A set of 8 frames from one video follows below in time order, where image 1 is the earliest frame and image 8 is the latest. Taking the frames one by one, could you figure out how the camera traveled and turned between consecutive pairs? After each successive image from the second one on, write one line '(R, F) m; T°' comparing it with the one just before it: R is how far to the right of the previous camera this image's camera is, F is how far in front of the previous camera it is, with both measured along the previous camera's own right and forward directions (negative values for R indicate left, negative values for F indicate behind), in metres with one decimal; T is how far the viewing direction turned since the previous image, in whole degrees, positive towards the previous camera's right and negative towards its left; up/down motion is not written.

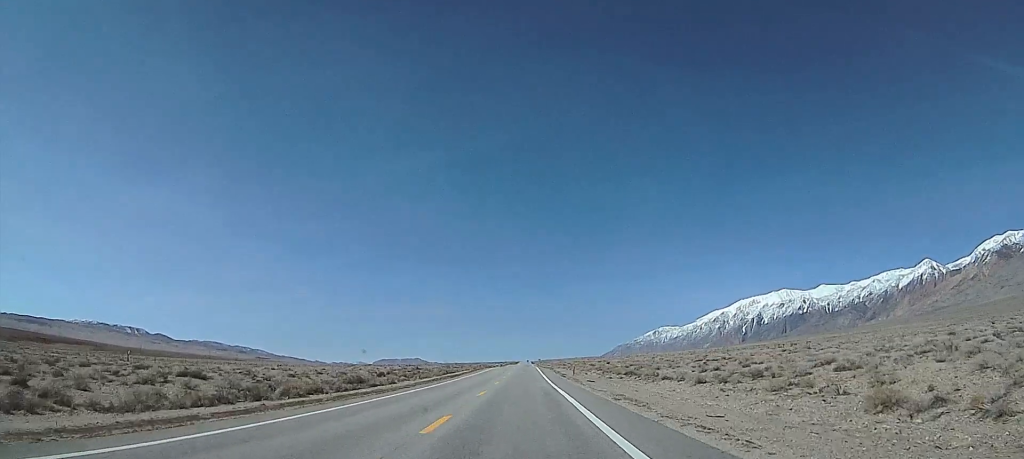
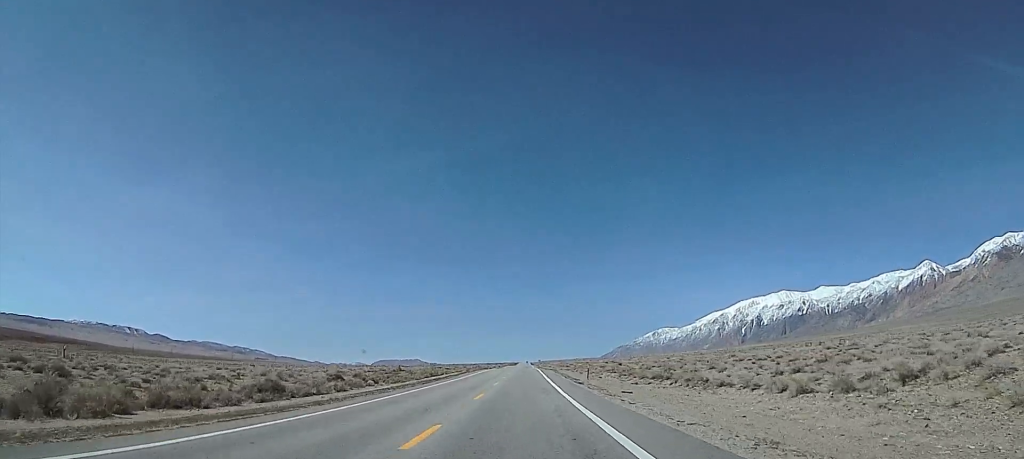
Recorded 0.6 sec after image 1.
(-0.1, +17.0) m; 0°
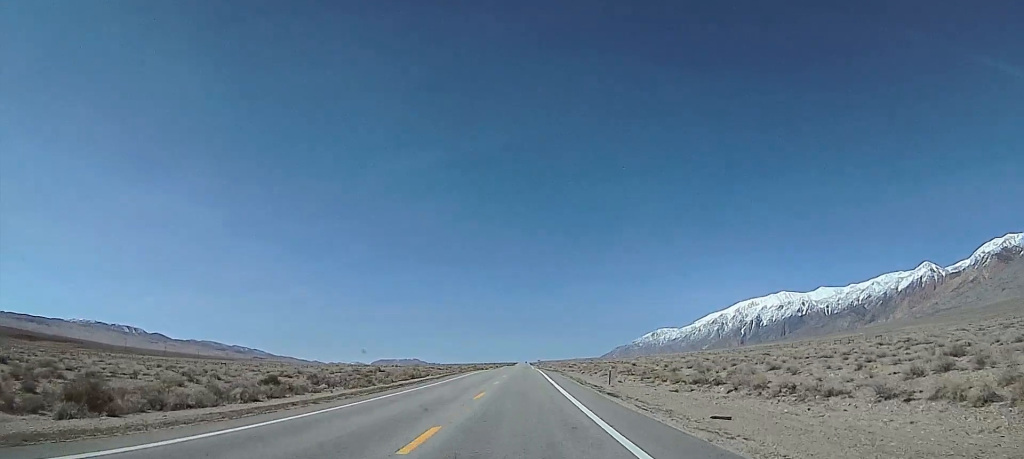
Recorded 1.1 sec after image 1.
(+0.2, +15.1) m; +1°
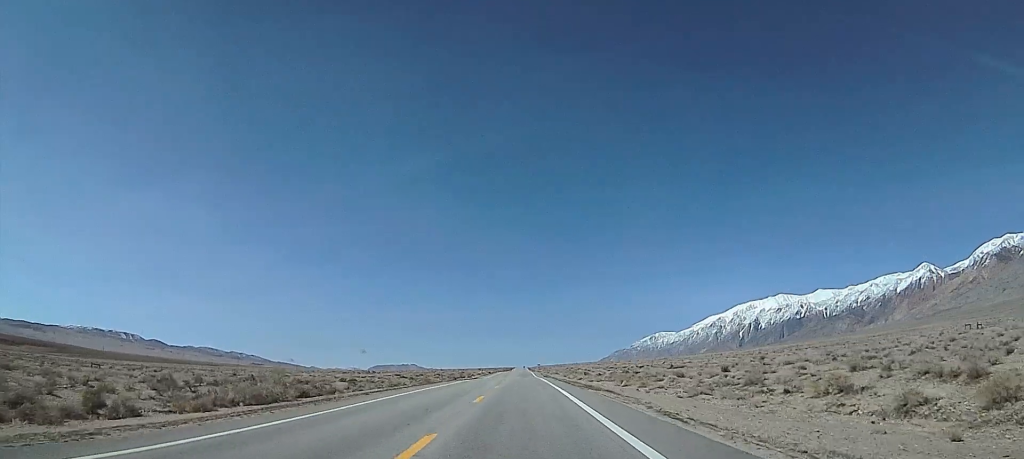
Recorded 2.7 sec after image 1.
(+0.2, +45.1) m; 0°
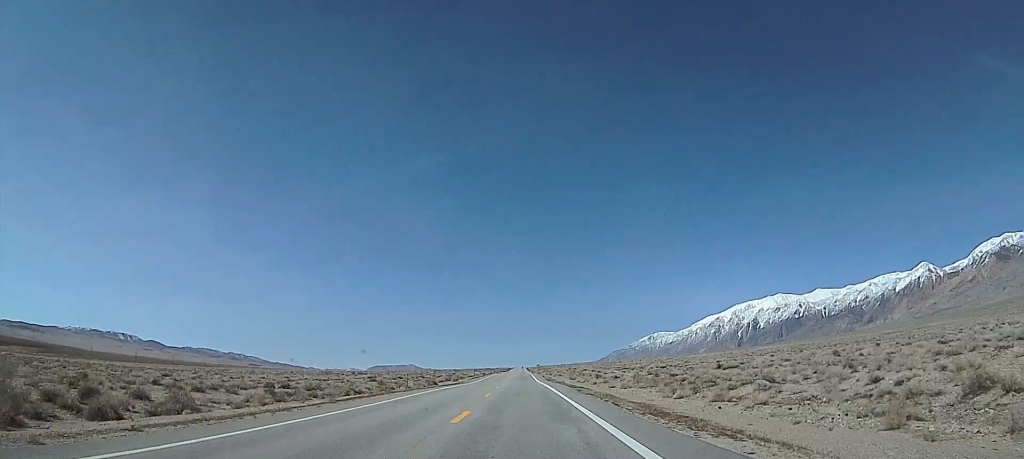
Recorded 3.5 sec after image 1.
(0.0, +21.6) m; 0°
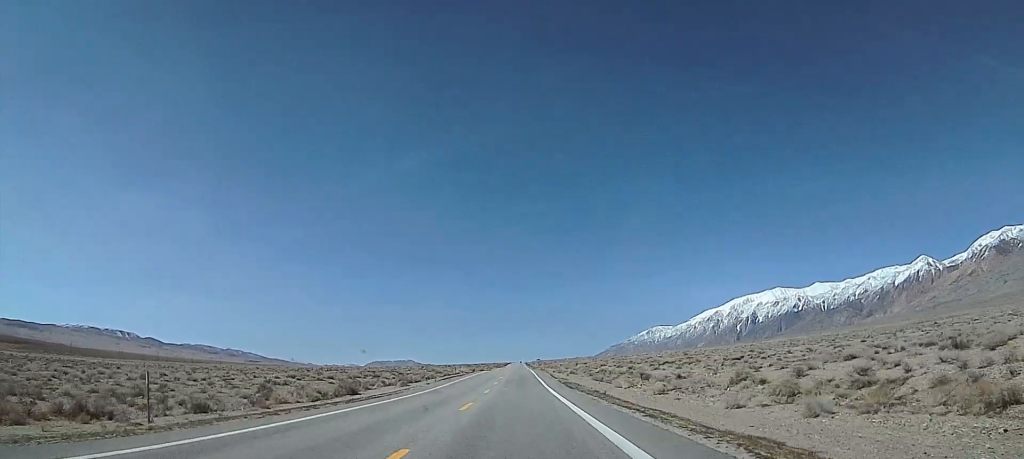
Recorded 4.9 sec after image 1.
(0.0, +38.5) m; 0°
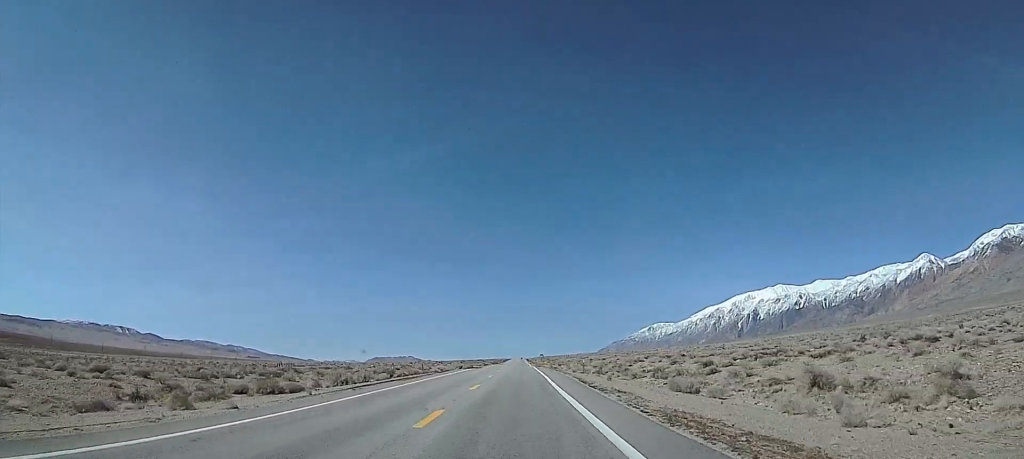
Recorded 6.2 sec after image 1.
(0.0, +36.8) m; 0°
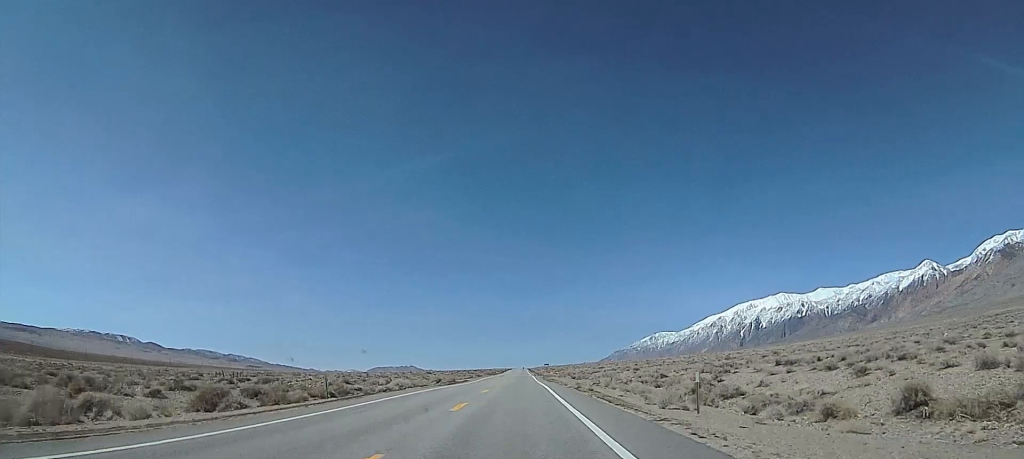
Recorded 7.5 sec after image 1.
(0.0, +36.6) m; 0°
